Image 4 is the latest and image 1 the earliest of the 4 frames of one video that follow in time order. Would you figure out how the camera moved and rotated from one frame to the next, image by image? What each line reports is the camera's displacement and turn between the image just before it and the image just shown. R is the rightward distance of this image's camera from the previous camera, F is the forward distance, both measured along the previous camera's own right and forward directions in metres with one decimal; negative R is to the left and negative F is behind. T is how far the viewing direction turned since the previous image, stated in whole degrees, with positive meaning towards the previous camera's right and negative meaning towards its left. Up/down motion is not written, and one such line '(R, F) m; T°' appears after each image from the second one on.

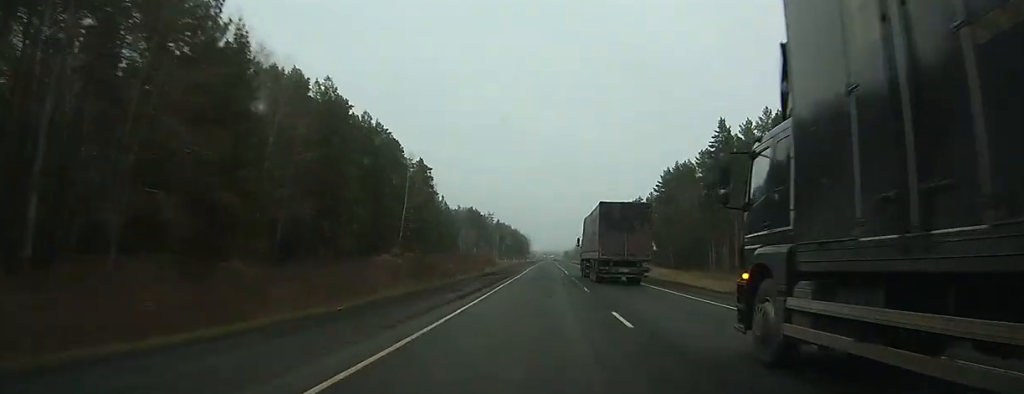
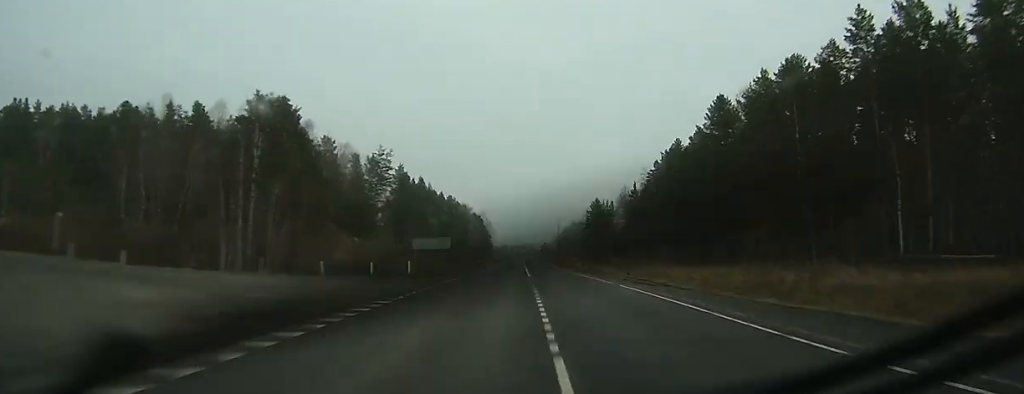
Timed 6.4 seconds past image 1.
(+3.5, +185.9) m; +2°
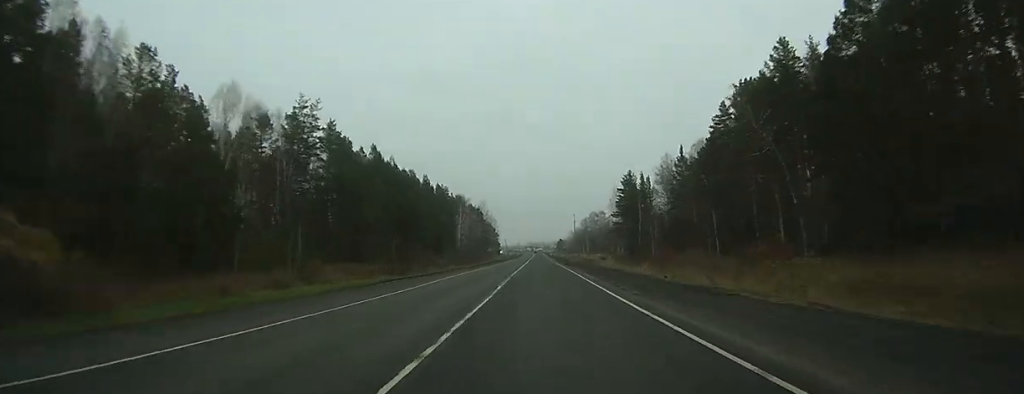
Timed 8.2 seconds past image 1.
(+0.2, +55.2) m; 0°
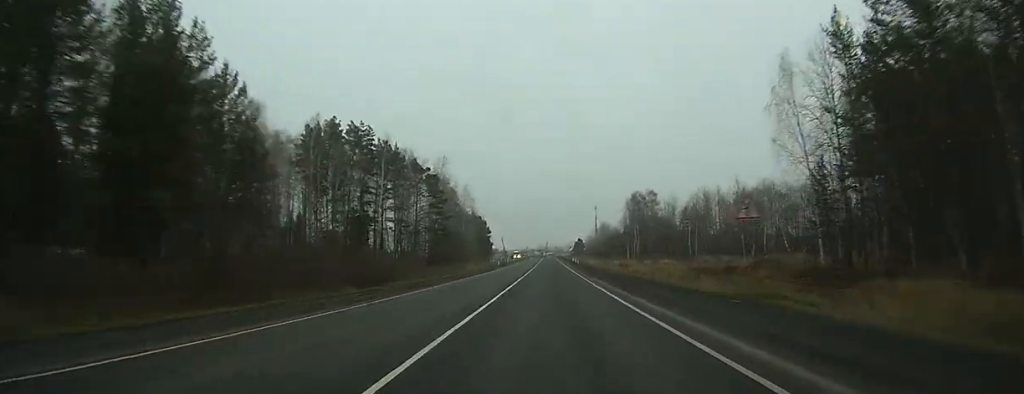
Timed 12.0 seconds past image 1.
(-2.2, +113.8) m; -1°
